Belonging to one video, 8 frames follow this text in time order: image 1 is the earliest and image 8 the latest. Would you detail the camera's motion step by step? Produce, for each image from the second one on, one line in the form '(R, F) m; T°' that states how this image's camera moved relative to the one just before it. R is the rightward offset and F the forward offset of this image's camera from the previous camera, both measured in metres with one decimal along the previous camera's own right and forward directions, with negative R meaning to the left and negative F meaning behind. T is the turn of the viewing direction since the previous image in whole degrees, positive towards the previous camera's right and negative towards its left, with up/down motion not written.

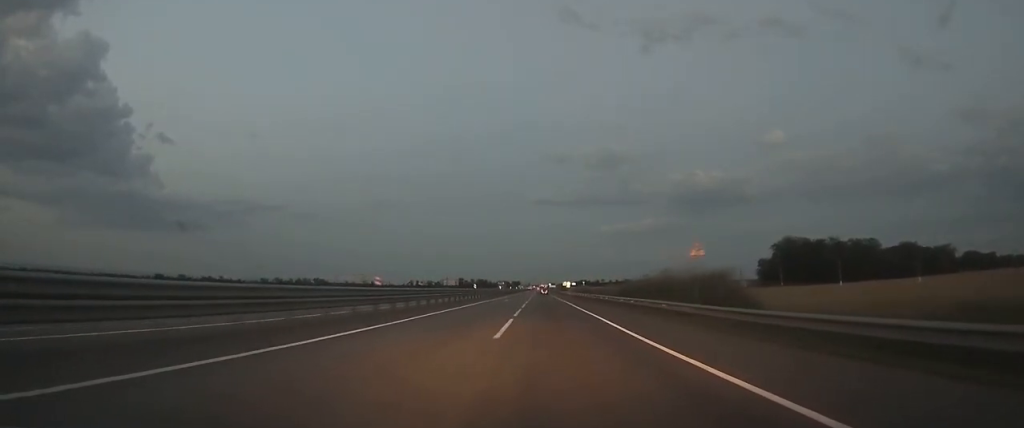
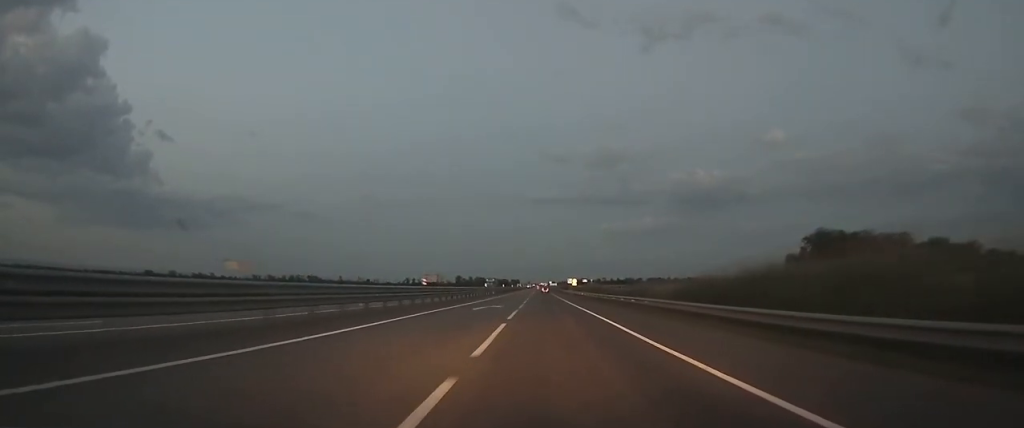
(0.0, +28.1) m; 0°
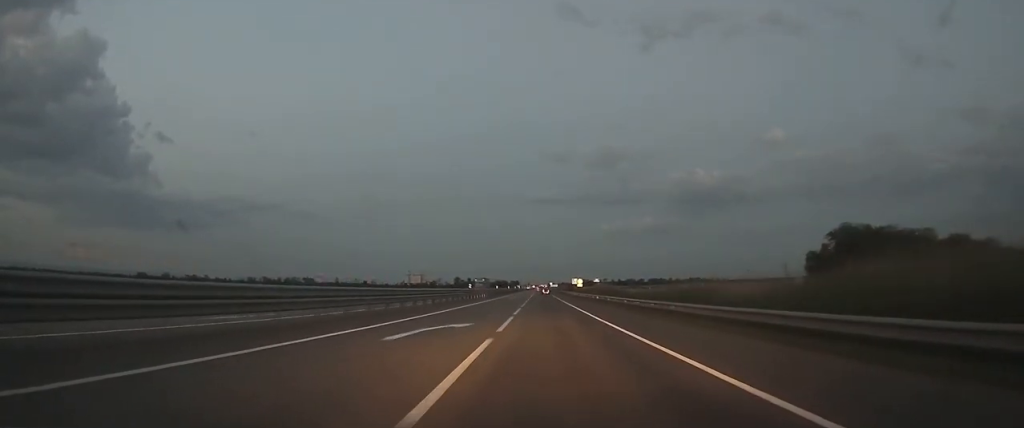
(0.0, +17.4) m; 0°
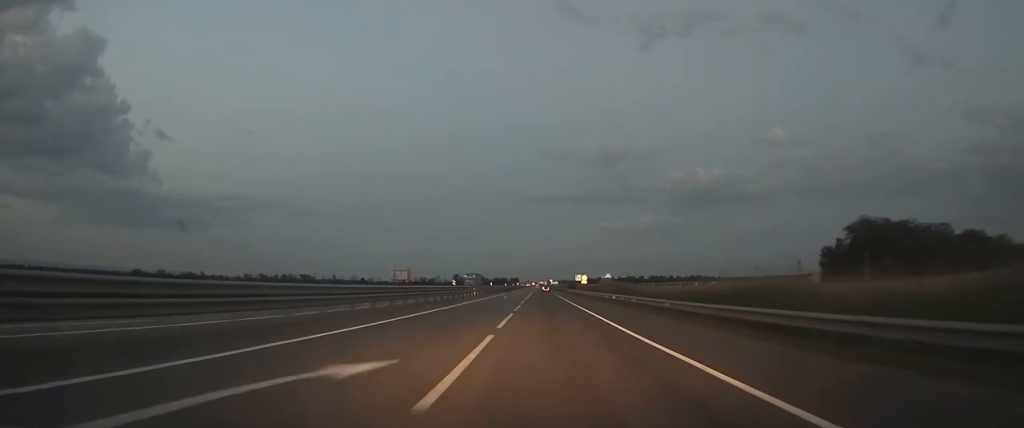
(0.0, +11.3) m; 0°
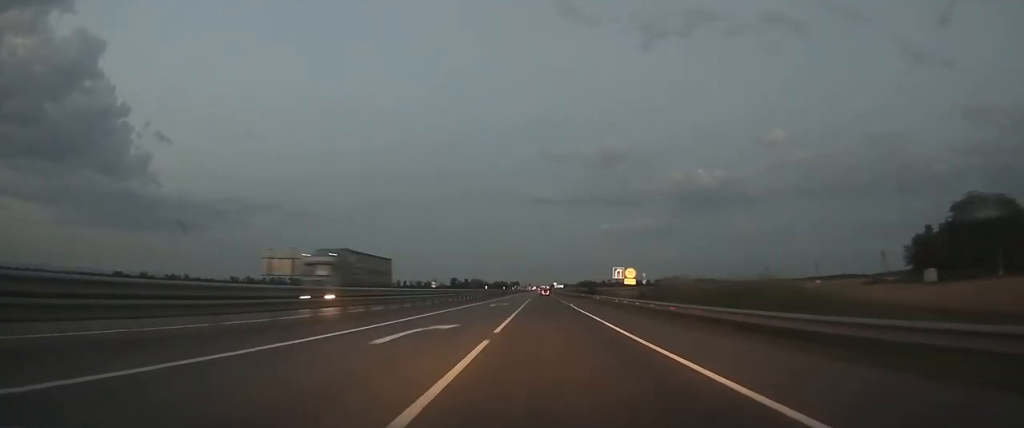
(-0.1, +48.8) m; 0°
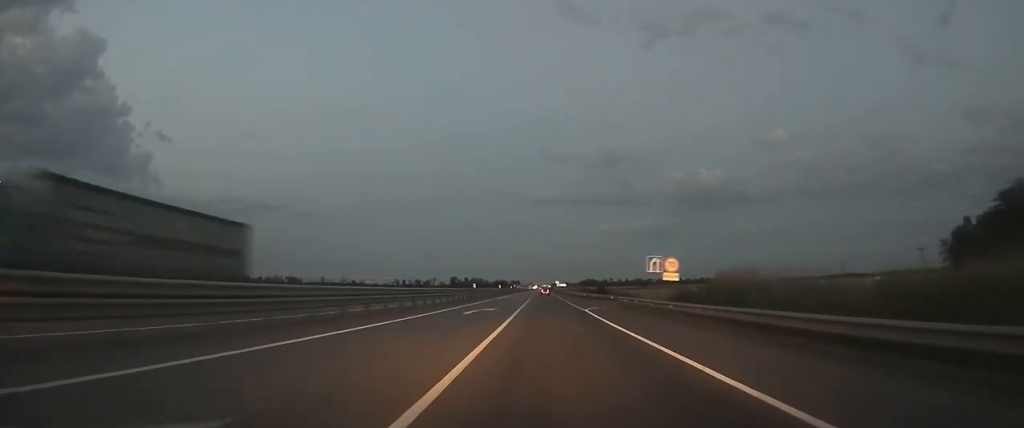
(0.0, +15.3) m; 0°
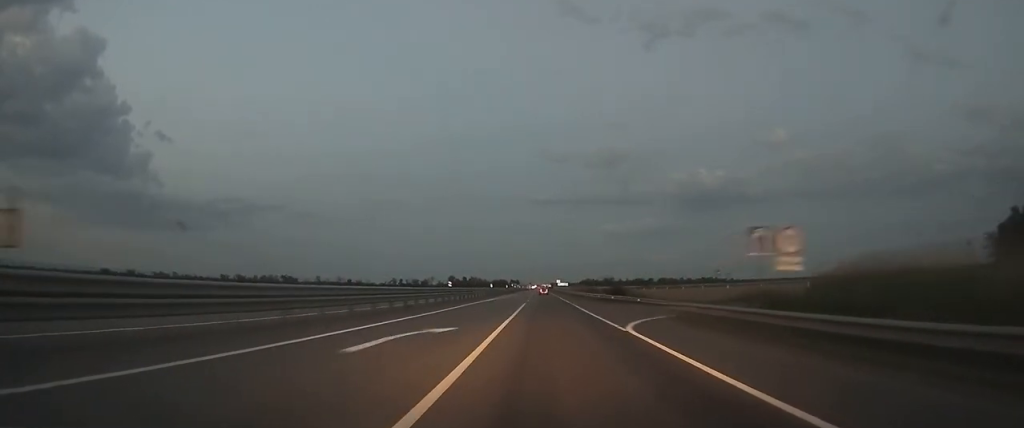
(0.0, +17.1) m; 0°
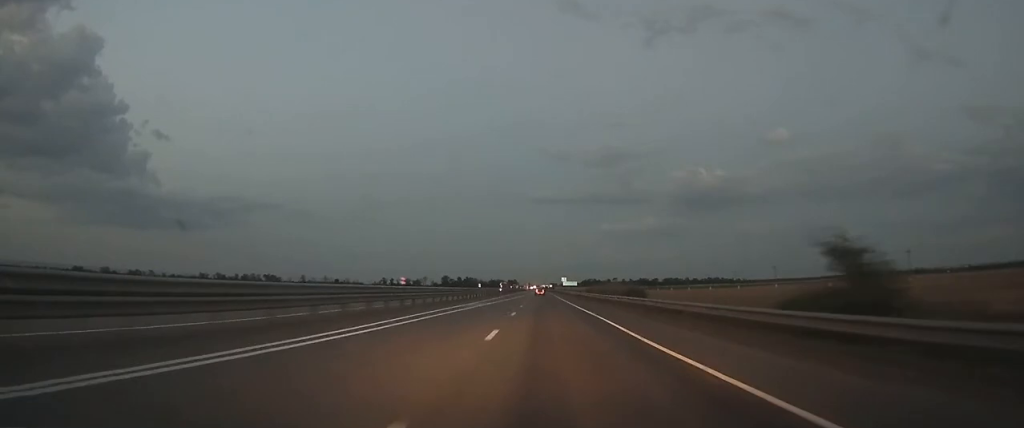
(+0.1, +54.3) m; 0°
